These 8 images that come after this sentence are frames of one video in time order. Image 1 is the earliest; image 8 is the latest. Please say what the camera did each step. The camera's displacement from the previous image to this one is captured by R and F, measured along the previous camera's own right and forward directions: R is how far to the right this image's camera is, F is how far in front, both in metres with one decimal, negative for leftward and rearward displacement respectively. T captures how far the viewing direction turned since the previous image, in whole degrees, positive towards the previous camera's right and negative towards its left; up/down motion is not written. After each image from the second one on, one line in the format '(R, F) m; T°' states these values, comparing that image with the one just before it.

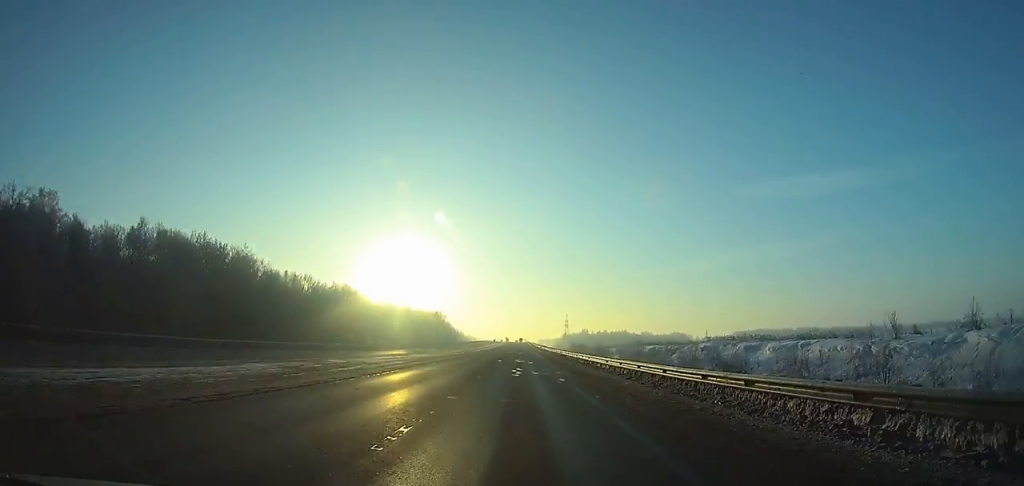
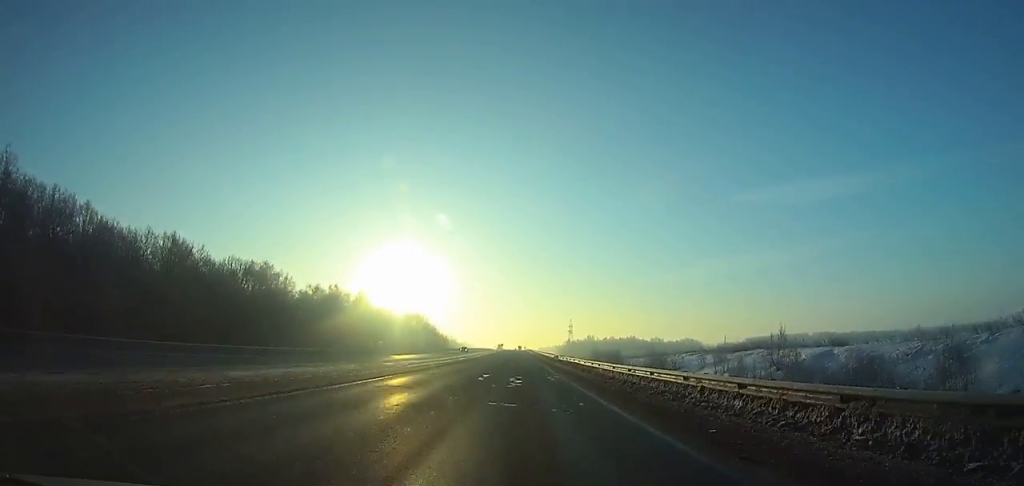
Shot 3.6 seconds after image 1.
(-0.1, +57.8) m; 0°
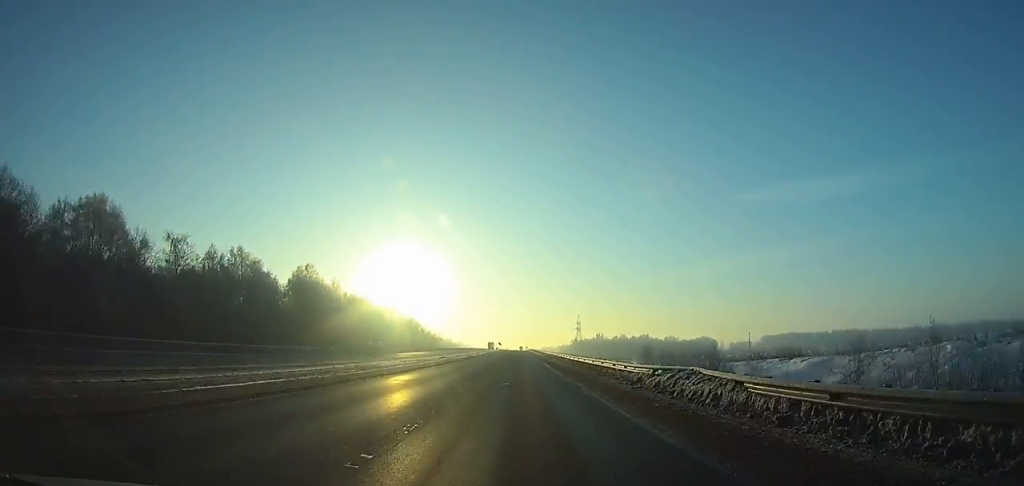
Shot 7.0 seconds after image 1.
(-0.1, +54.9) m; 0°
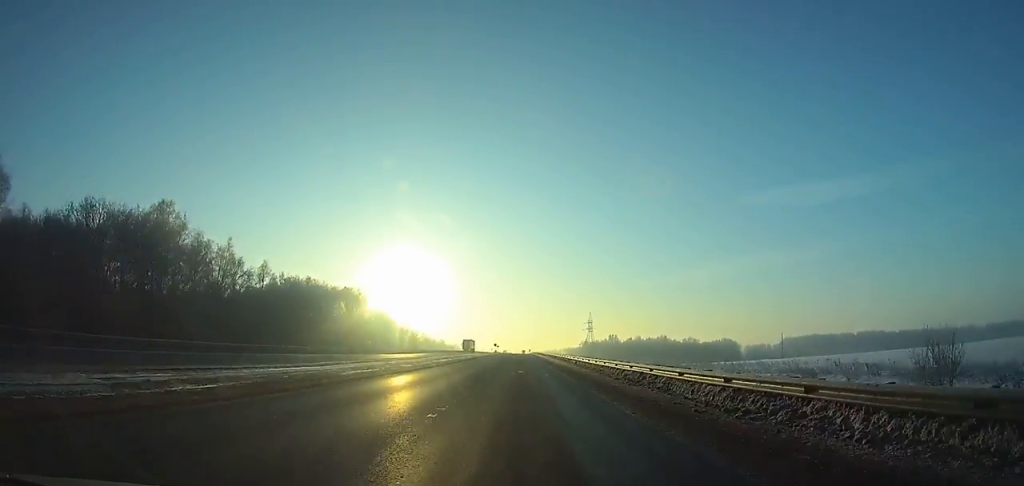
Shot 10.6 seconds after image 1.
(-0.1, +59.4) m; 0°
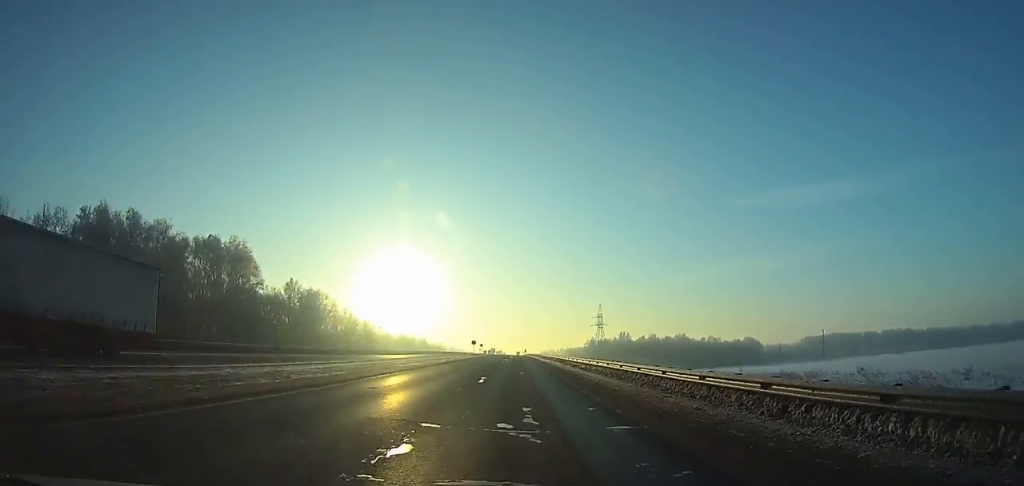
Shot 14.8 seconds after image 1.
(+0.4, +70.7) m; 0°
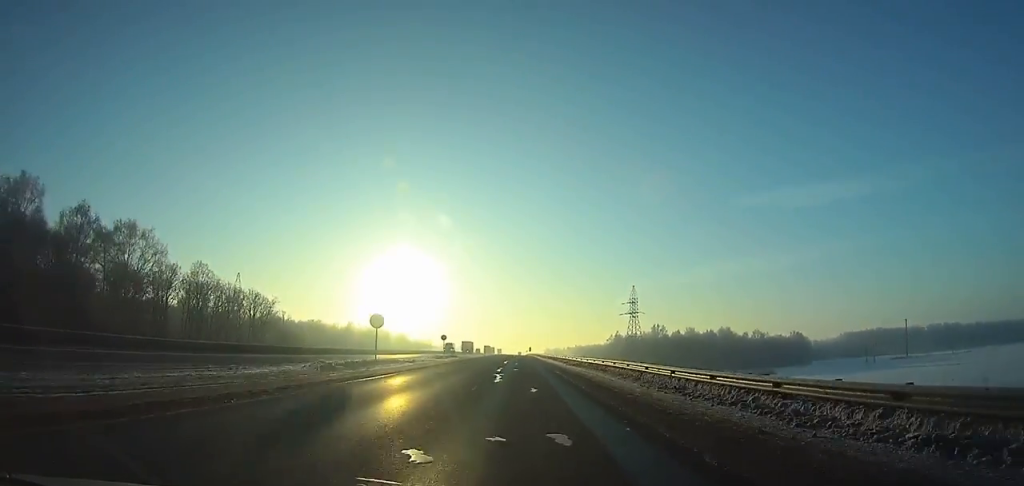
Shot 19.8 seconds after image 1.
(0.0, +84.7) m; 0°
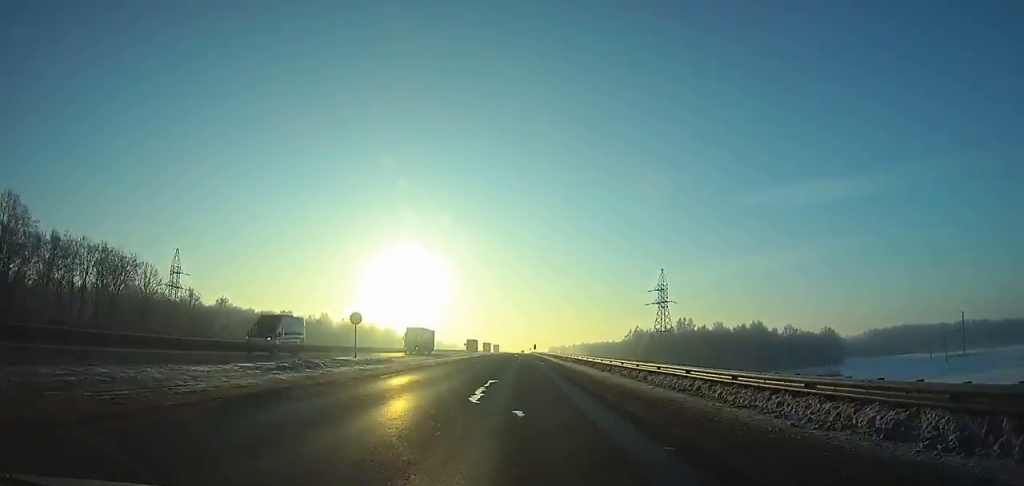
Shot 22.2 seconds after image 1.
(+0.1, +41.3) m; 0°
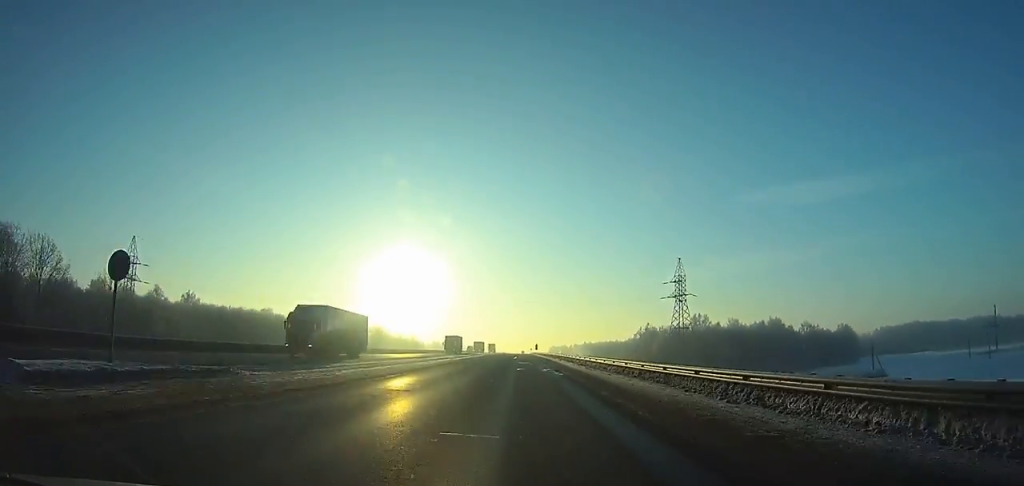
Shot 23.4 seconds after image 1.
(+0.1, +21.2) m; 0°
